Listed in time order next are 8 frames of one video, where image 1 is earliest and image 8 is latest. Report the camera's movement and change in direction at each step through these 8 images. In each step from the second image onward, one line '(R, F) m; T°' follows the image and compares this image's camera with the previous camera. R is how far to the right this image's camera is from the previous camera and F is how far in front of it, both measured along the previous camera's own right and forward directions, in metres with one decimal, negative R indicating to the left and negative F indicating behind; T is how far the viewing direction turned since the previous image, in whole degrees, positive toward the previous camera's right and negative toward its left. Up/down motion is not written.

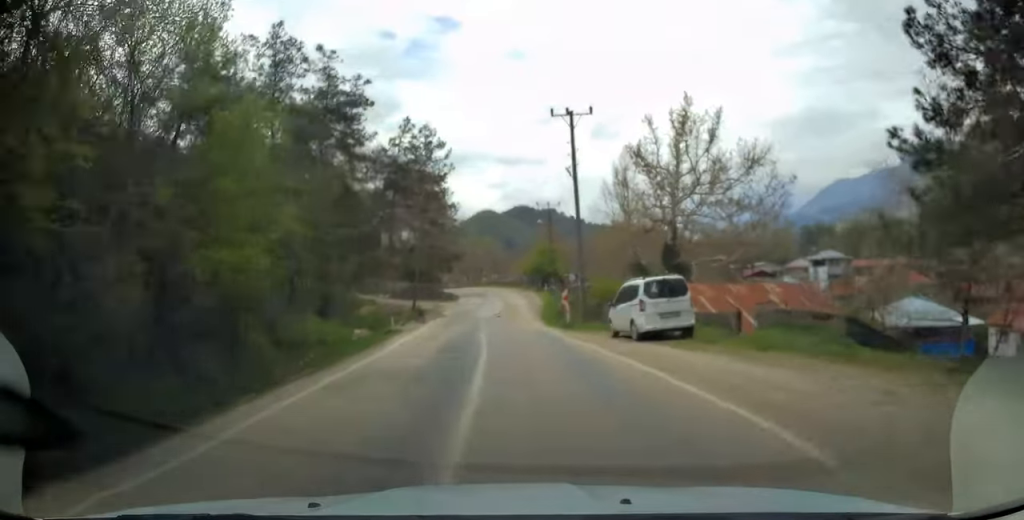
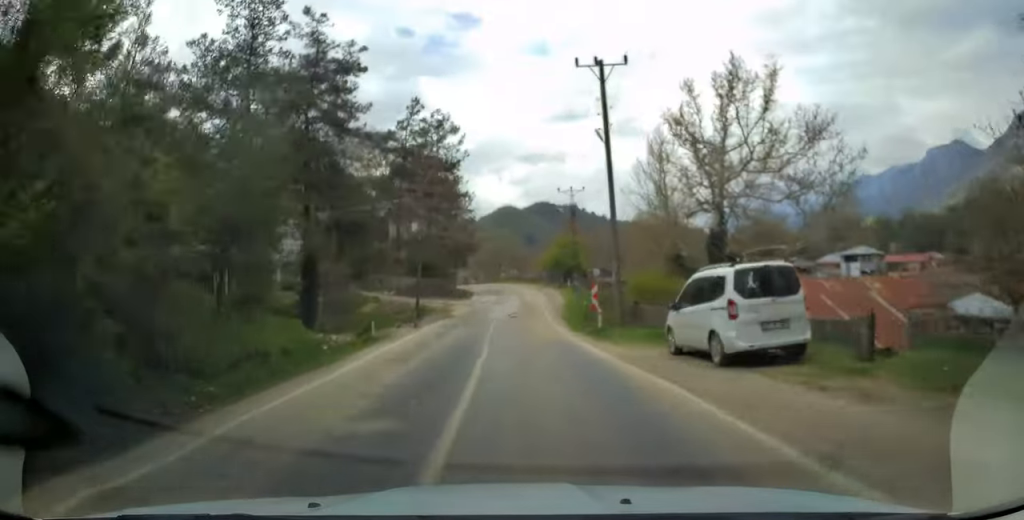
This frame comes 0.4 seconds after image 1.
(+0.1, +6.2) m; -1°
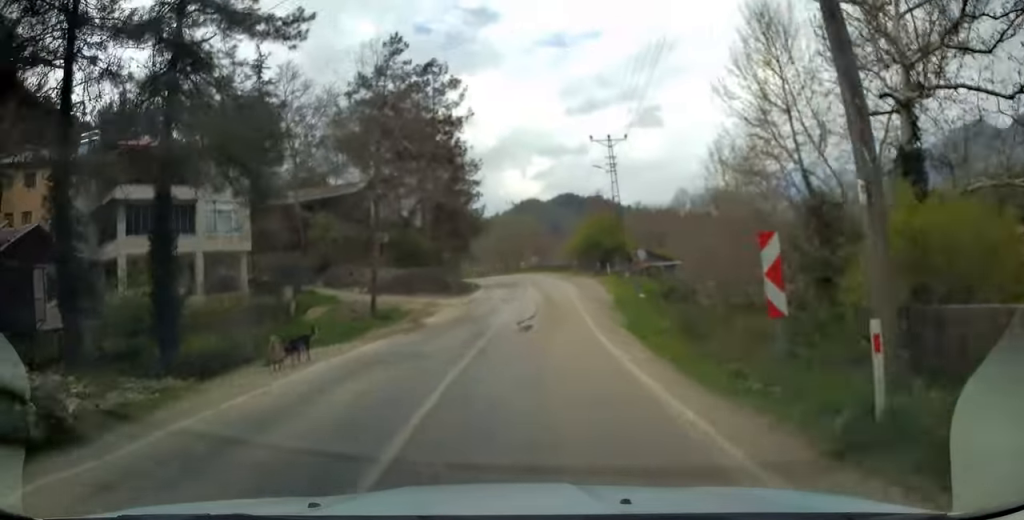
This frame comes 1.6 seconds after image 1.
(-0.6, +16.1) m; -4°
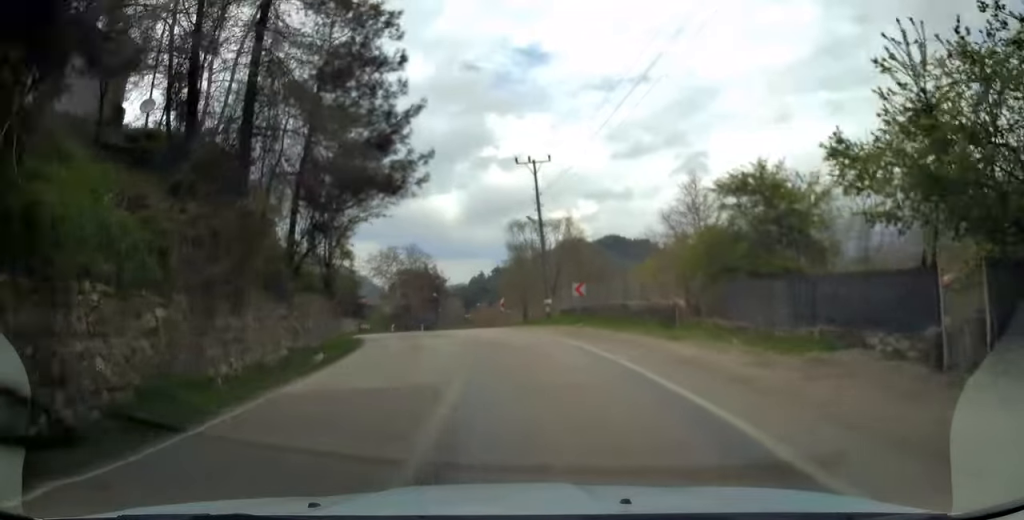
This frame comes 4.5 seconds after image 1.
(-1.0, +44.4) m; -6°
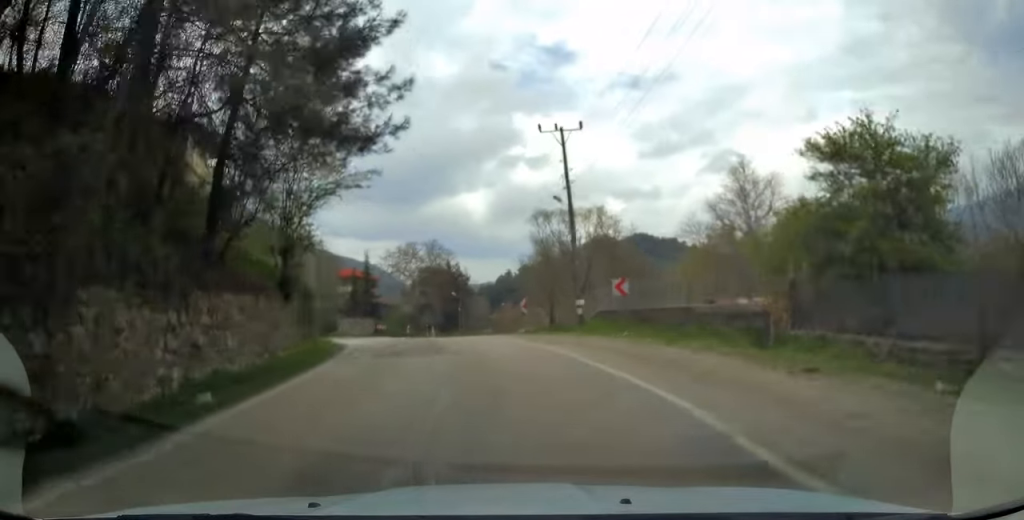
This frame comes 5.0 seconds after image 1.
(-0.4, +7.0) m; -3°
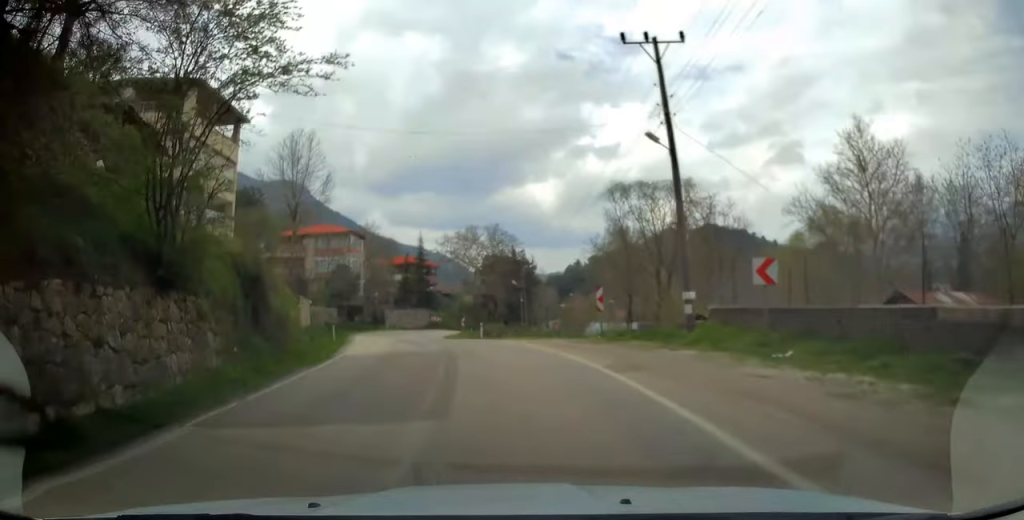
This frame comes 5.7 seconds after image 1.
(-0.3, +9.8) m; -4°
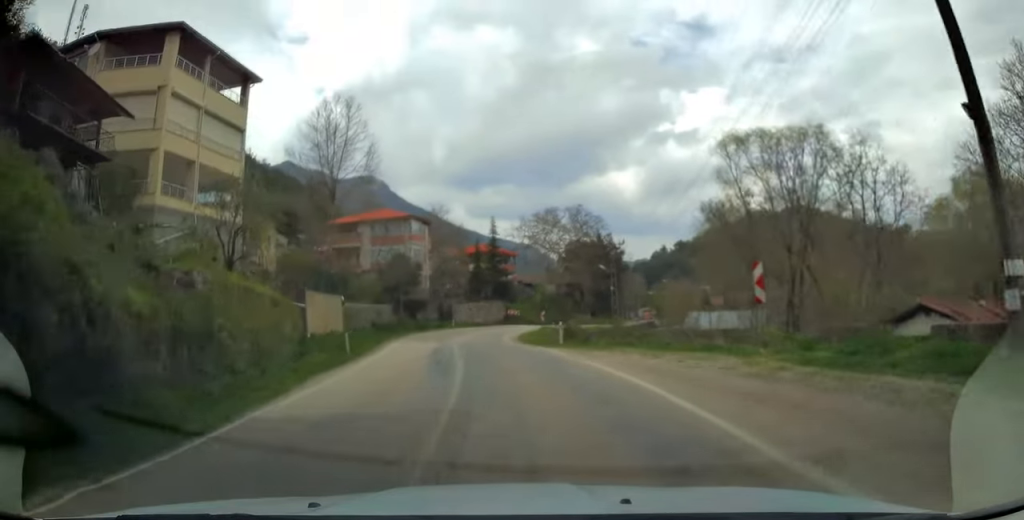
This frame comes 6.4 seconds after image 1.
(-0.3, +11.0) m; -6°
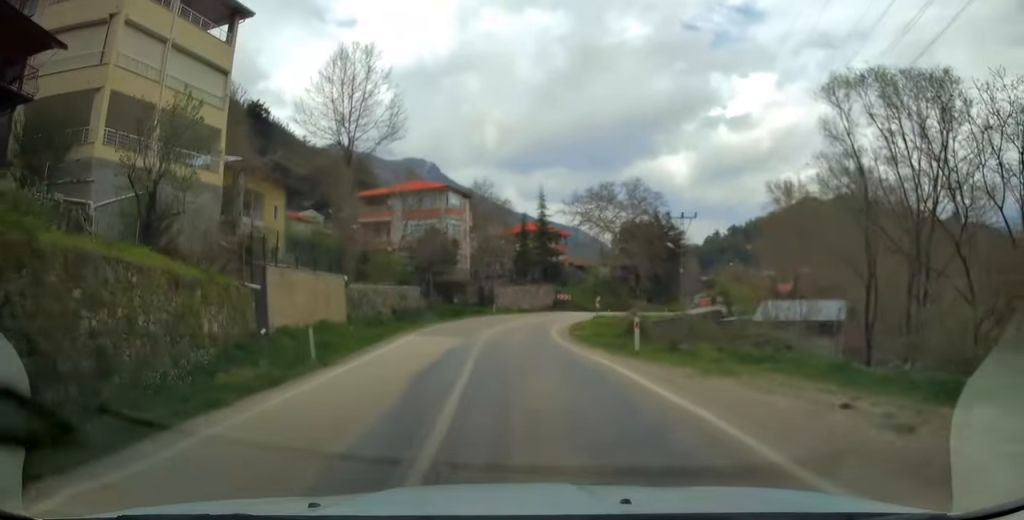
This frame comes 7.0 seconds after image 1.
(-0.7, +8.3) m; -4°
